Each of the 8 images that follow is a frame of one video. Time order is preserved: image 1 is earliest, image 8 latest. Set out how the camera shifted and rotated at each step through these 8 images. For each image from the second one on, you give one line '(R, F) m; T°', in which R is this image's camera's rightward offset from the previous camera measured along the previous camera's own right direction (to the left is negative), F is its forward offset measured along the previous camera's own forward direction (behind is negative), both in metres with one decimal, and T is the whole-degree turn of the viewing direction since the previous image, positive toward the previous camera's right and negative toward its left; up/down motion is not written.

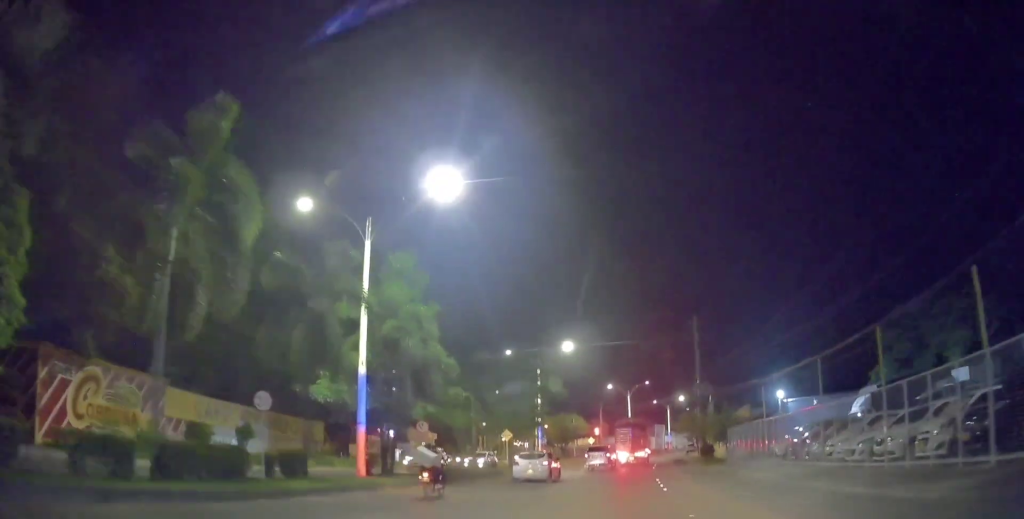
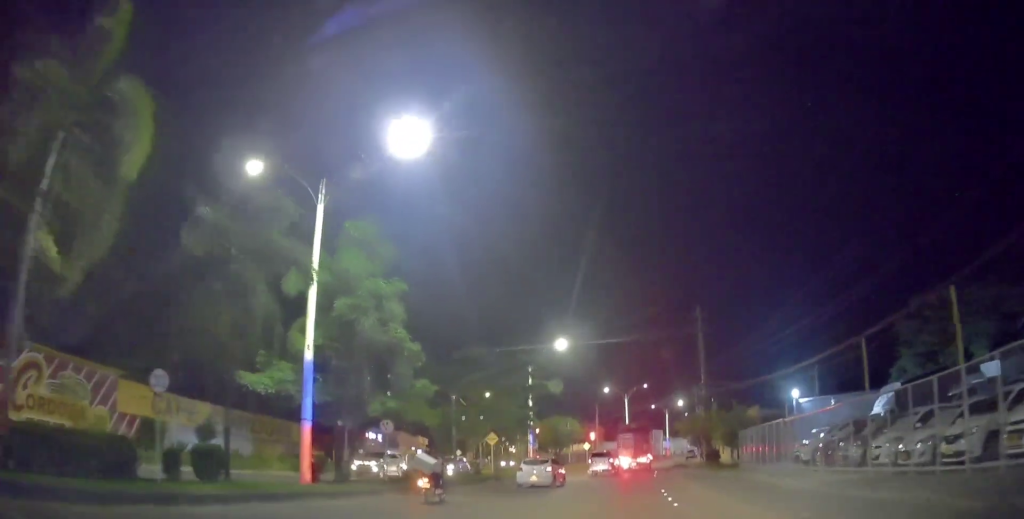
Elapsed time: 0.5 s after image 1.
(+0.1, +3.9) m; 0°
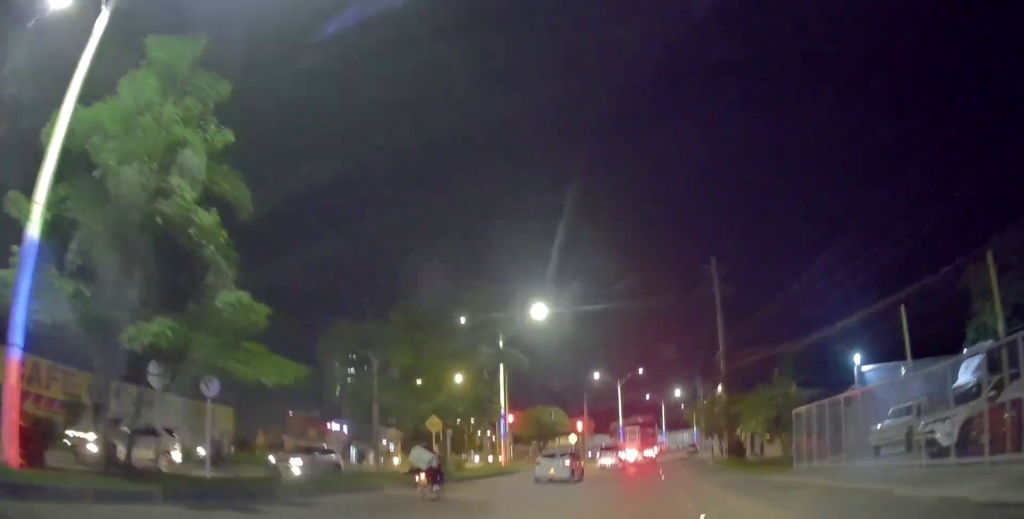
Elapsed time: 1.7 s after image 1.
(-0.4, +10.8) m; -2°
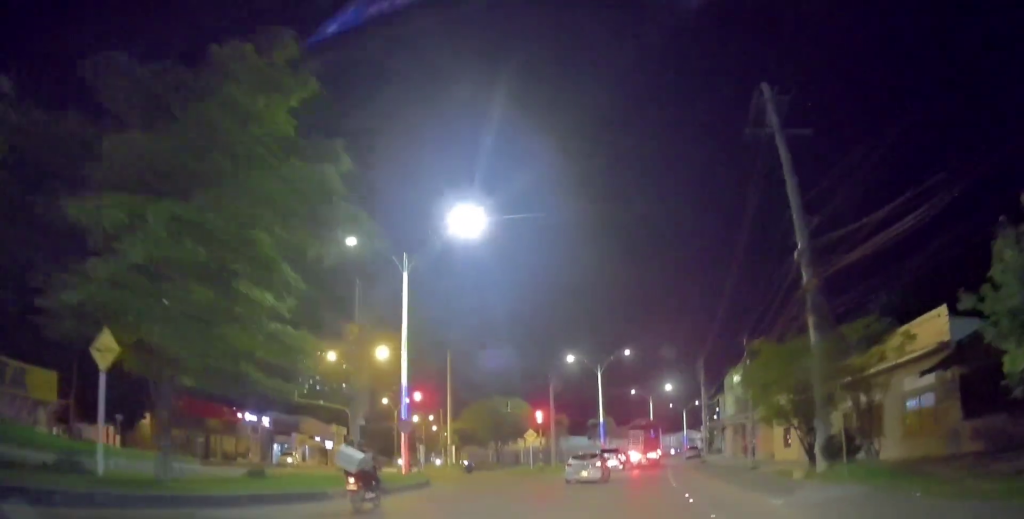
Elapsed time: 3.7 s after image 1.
(+0.5, +18.5) m; +2°
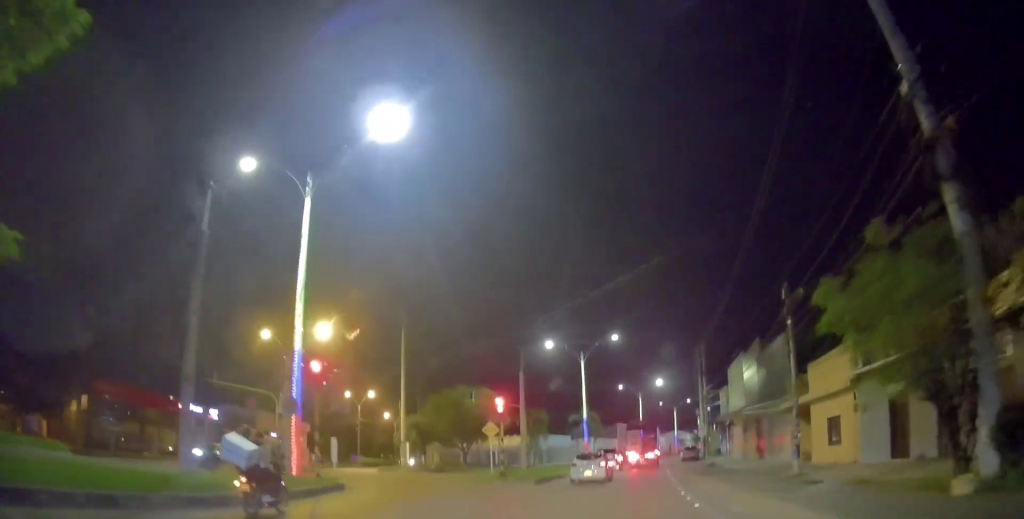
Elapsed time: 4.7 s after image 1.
(-0.2, +8.8) m; 0°
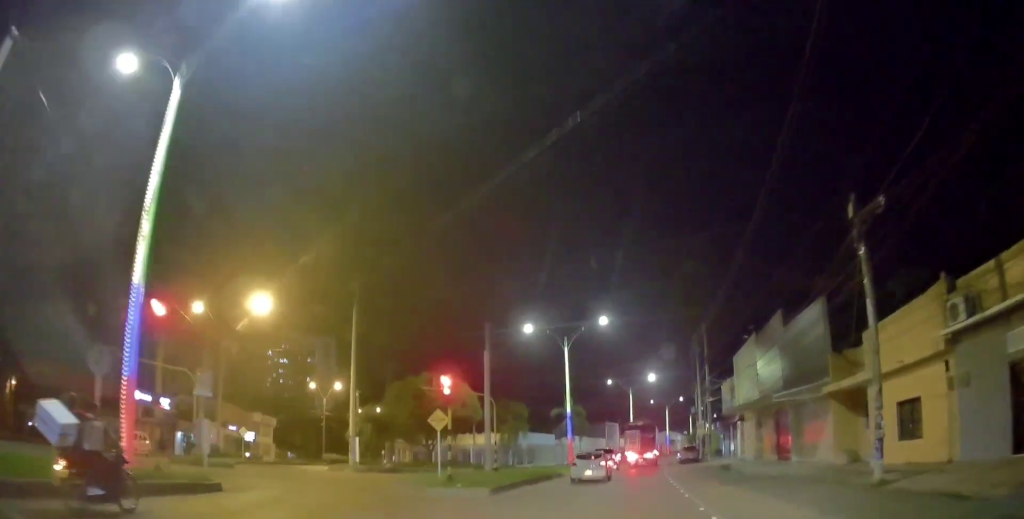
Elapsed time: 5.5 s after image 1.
(+0.2, +7.0) m; 0°
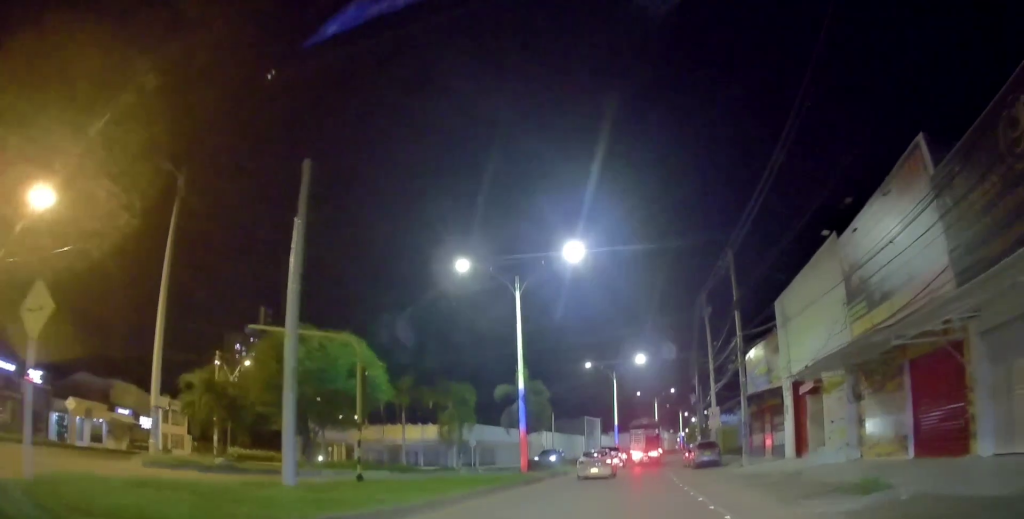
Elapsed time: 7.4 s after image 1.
(+0.4, +16.6) m; +4°
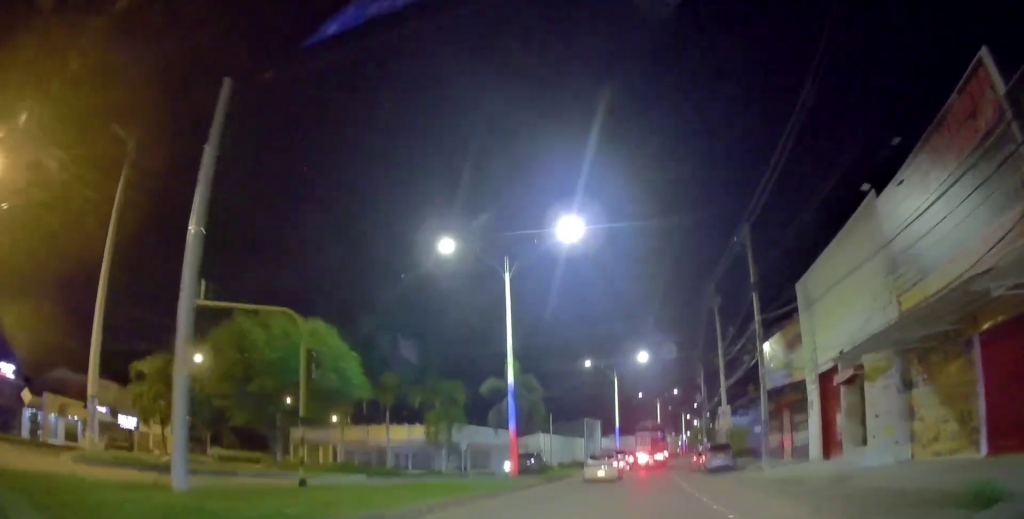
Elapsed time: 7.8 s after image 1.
(0.0, +3.4) m; 0°
